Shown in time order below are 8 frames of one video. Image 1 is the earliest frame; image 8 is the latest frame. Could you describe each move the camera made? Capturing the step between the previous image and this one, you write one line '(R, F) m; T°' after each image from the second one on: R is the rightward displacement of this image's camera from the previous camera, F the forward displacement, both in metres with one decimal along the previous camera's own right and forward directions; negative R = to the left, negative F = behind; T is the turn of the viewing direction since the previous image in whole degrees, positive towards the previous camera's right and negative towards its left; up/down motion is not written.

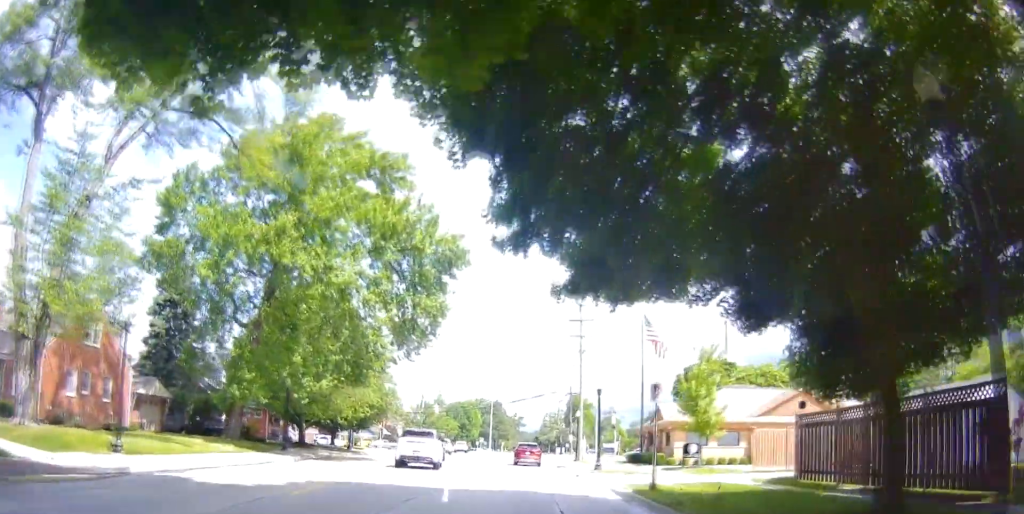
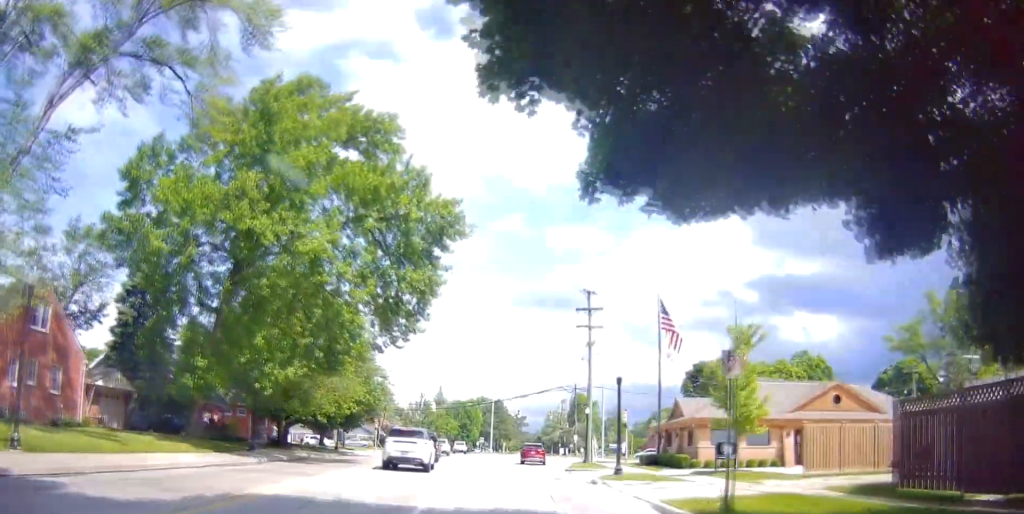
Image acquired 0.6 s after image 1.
(+0.1, +3.7) m; 0°
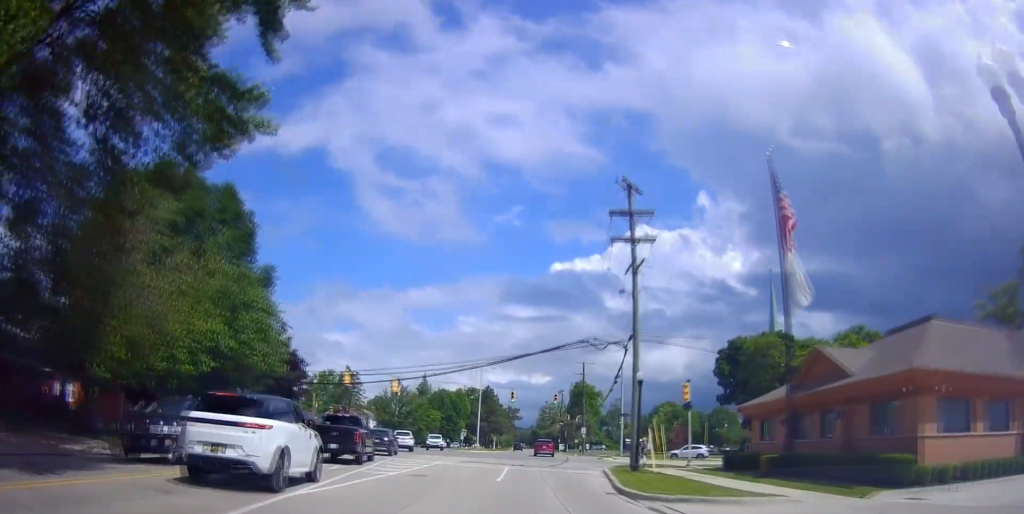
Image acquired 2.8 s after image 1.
(-1.0, +15.2) m; -8°
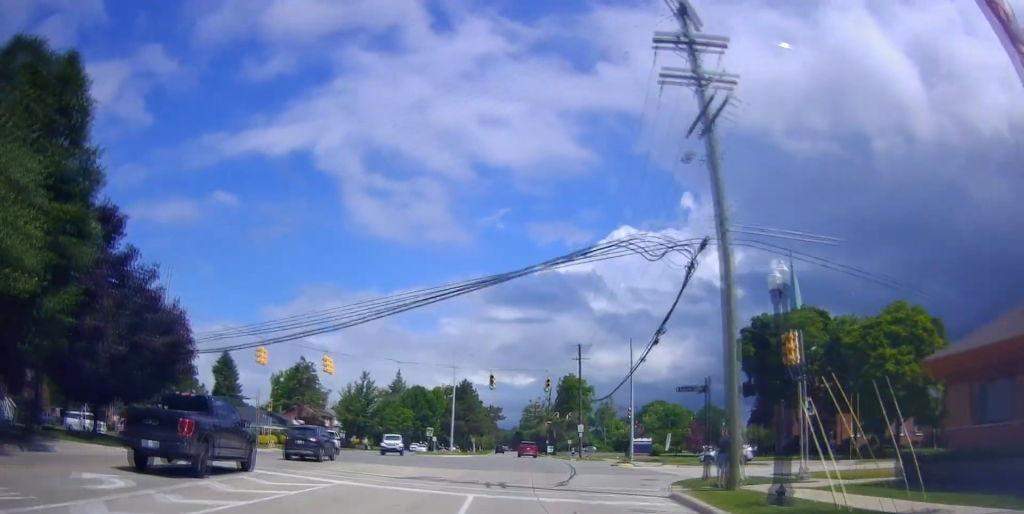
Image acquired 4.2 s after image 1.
(-0.3, +12.3) m; -6°
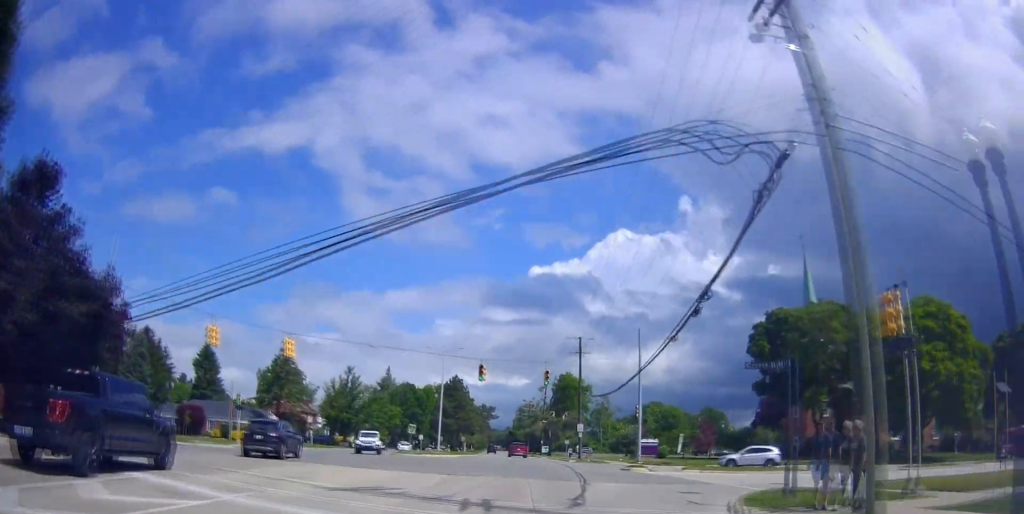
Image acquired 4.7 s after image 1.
(-0.3, +5.7) m; 0°
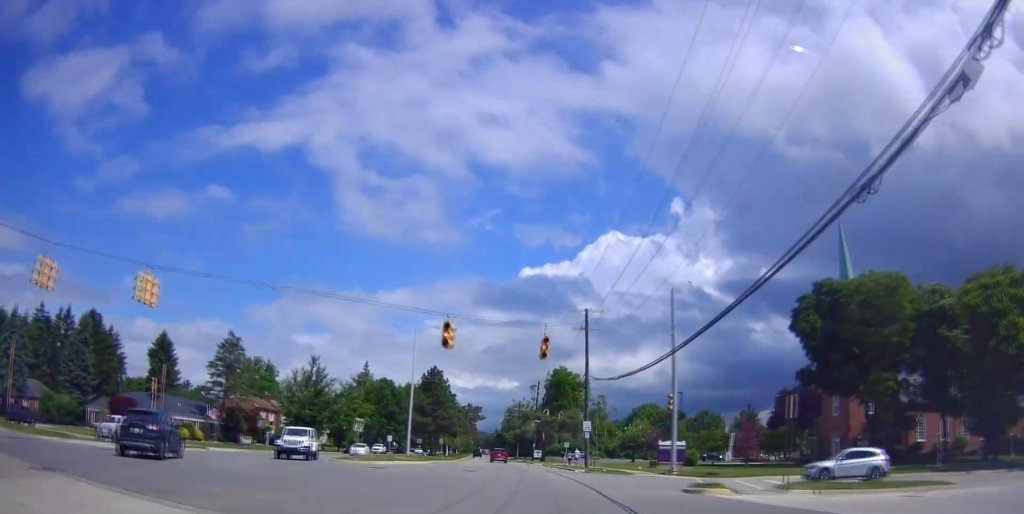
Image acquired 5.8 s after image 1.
(+0.1, +13.0) m; +2°
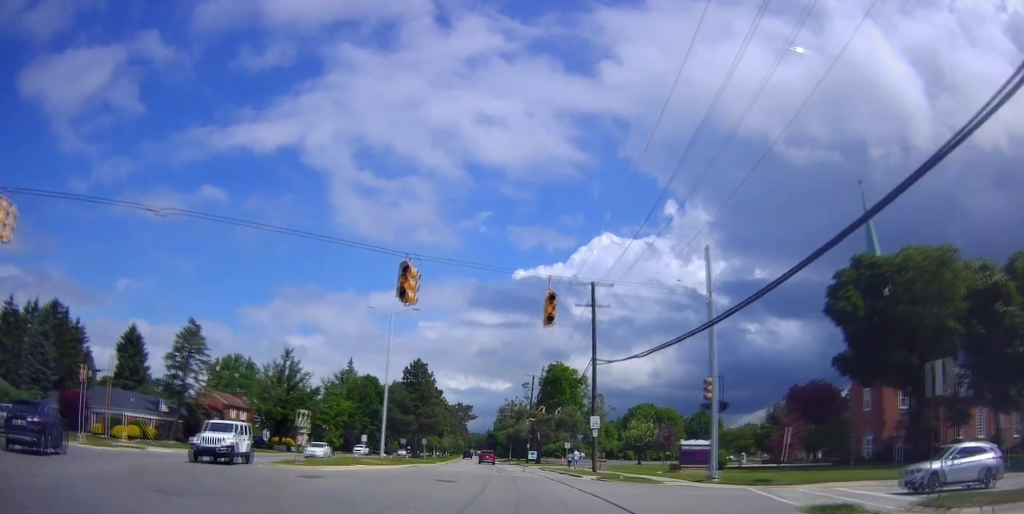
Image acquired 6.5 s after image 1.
(+0.3, +8.2) m; +2°
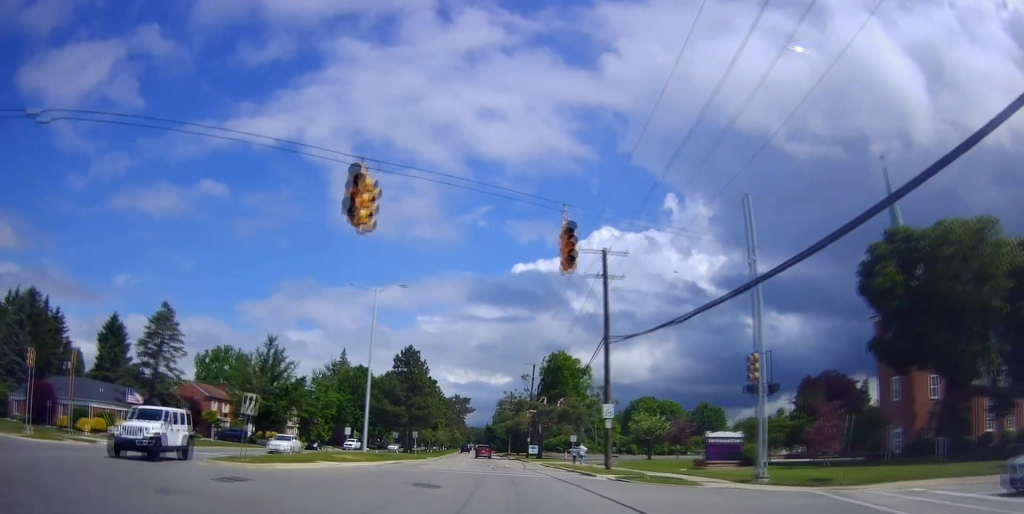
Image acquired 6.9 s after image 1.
(-0.2, +5.6) m; 0°
